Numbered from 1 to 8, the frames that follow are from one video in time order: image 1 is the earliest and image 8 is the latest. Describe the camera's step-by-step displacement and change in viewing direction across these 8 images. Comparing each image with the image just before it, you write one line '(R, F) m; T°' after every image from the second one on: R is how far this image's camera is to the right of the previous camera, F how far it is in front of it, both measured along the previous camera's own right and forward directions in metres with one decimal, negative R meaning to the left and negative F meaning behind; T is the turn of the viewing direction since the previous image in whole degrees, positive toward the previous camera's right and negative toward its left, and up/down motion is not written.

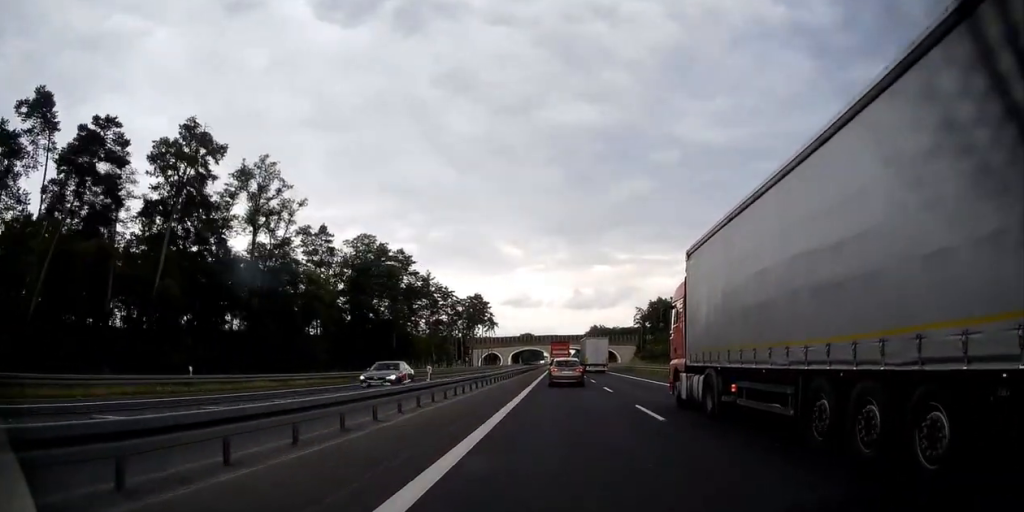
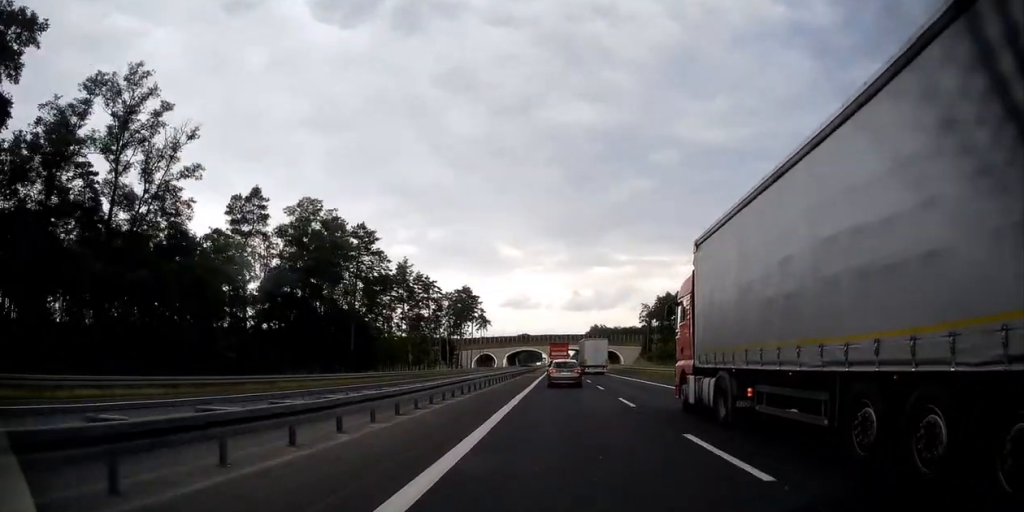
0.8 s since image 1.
(-0.4, +20.3) m; 0°
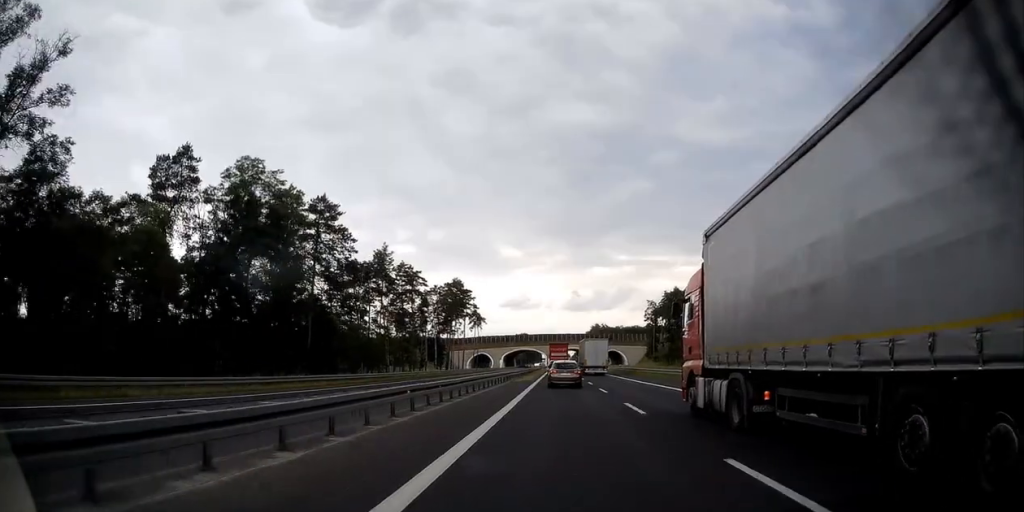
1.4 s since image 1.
(+0.1, +14.3) m; 0°
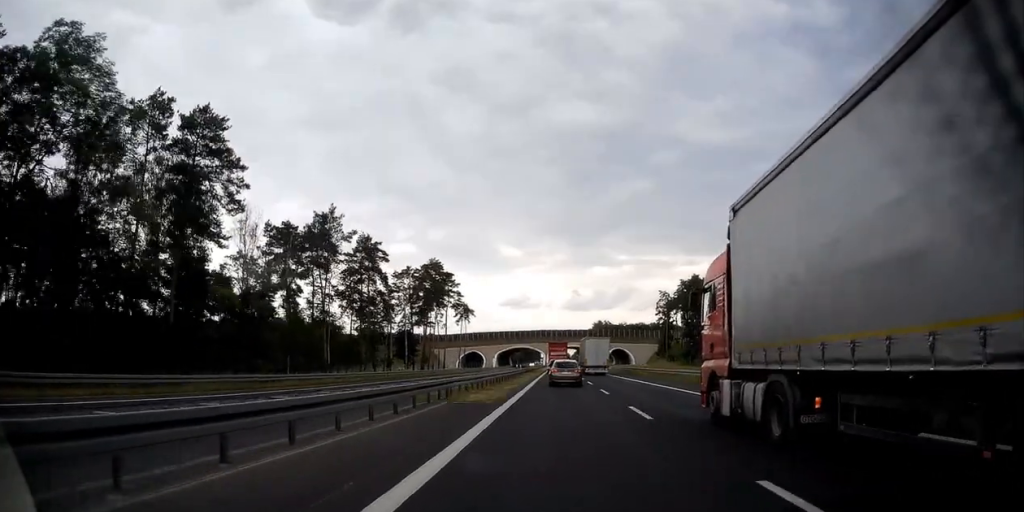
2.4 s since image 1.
(+0.1, +25.4) m; 0°
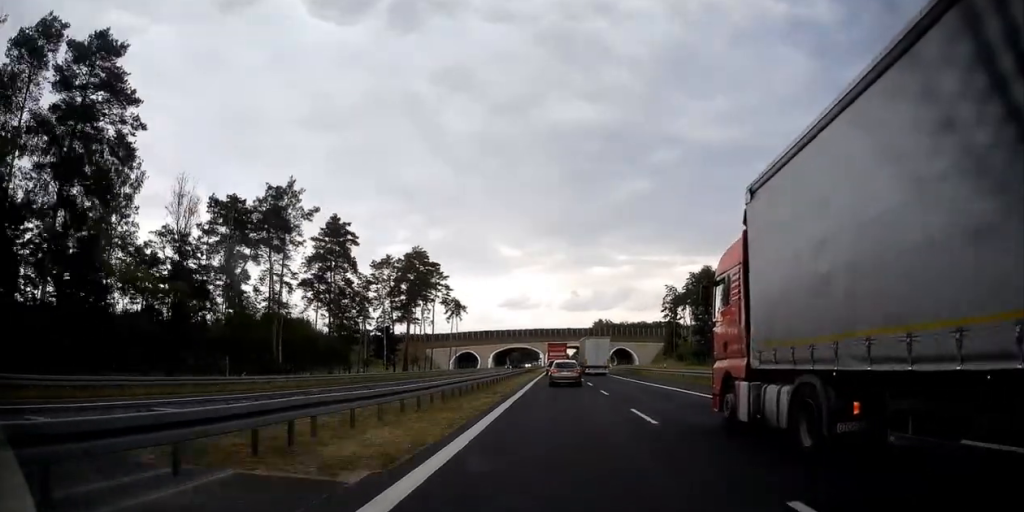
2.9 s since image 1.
(-0.2, +12.7) m; 0°
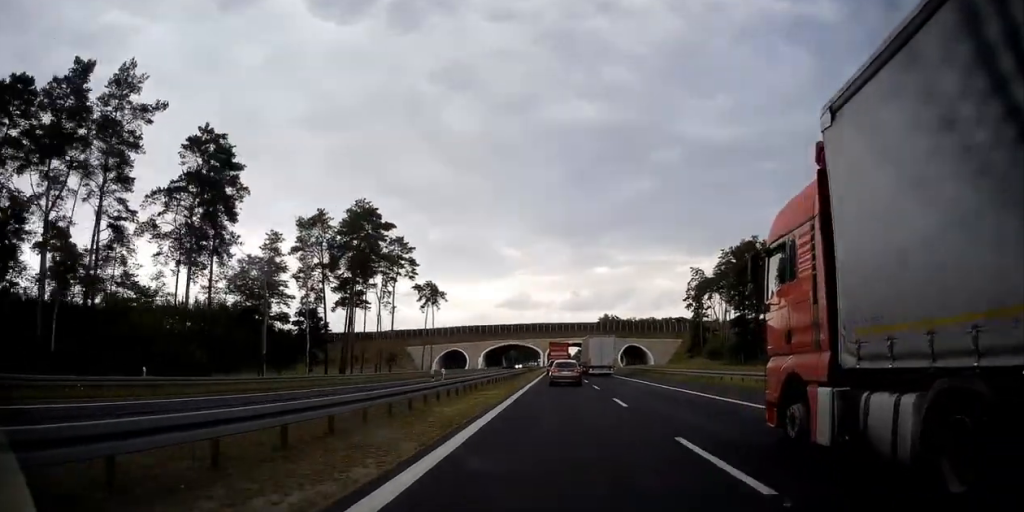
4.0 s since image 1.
(+0.5, +30.2) m; 0°
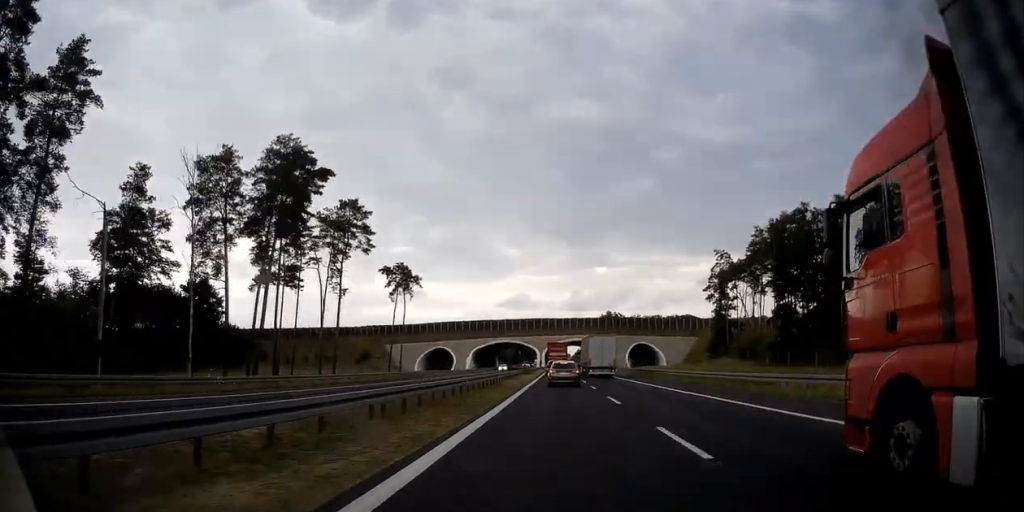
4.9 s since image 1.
(-0.2, +22.0) m; -1°
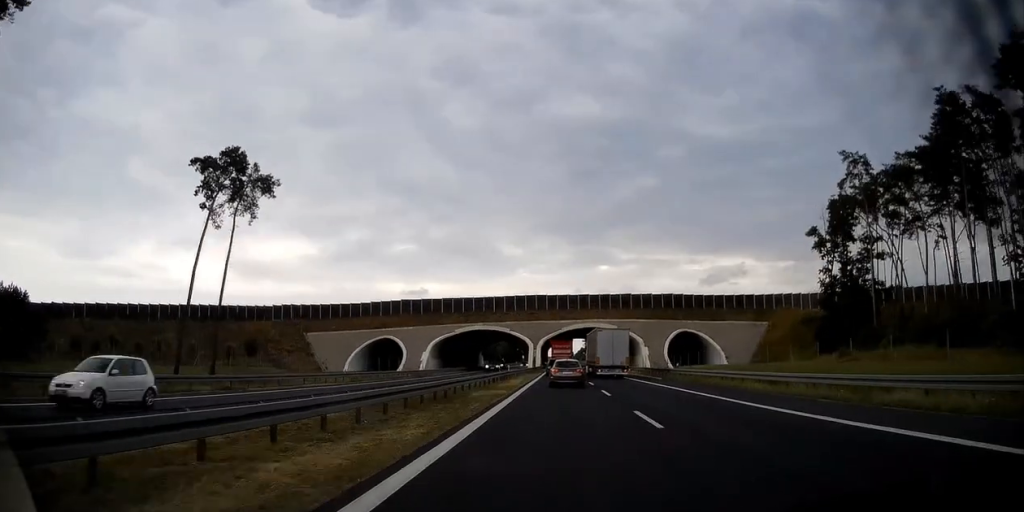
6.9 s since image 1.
(+0.4, +55.1) m; +1°
